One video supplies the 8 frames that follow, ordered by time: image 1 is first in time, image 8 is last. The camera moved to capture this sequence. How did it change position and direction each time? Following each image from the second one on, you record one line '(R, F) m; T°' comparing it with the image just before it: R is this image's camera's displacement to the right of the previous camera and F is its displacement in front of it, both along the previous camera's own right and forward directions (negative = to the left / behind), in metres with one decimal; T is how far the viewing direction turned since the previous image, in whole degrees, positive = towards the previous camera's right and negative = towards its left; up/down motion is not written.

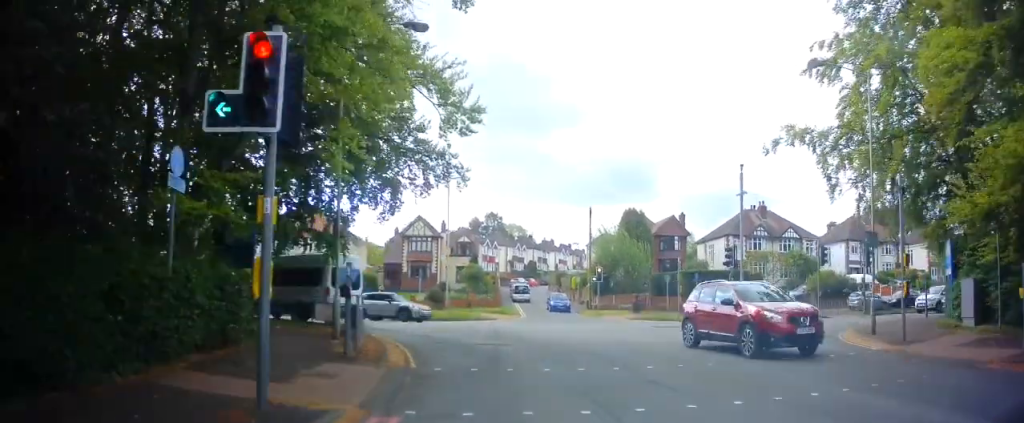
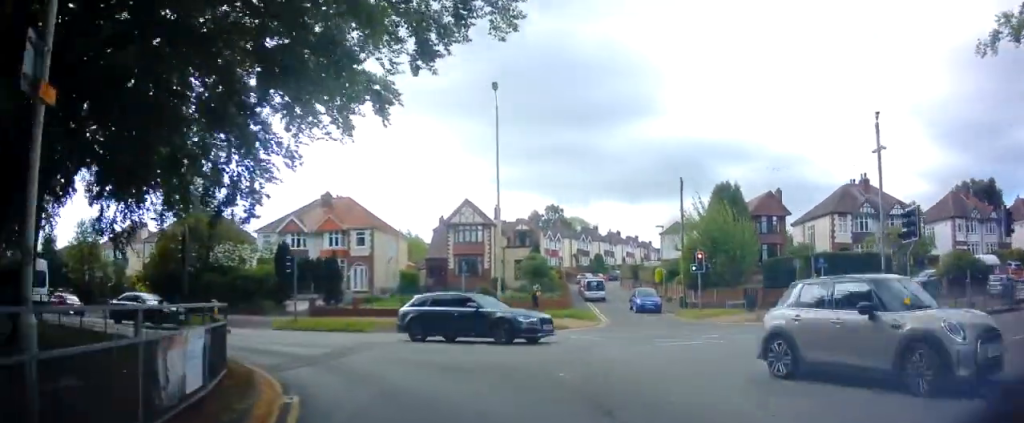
(+0.8, +11.3) m; -2°
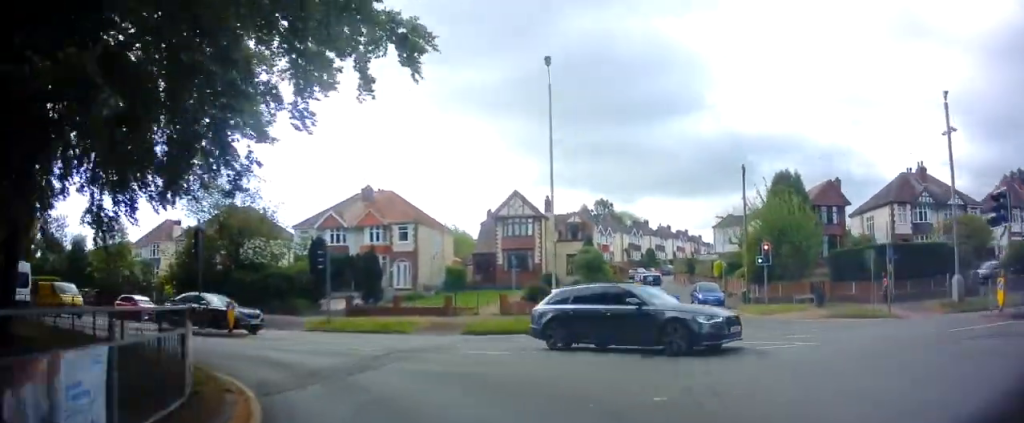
(-0.2, +2.4) m; -6°
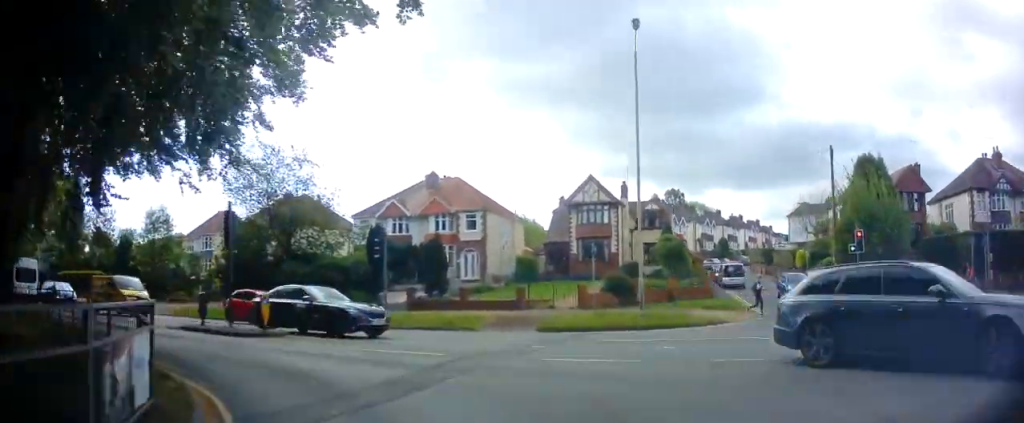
(-0.3, +2.7) m; -8°
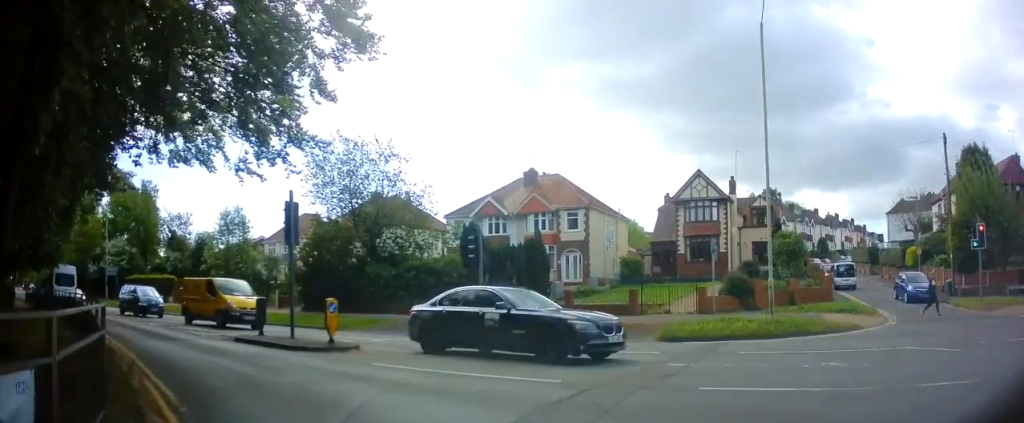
(-0.2, +2.9) m; -8°
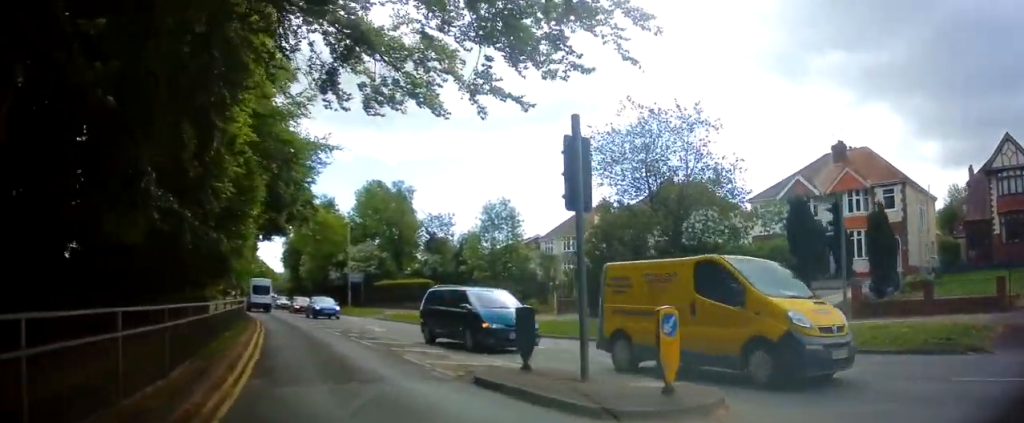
(-1.0, +6.5) m; -28°
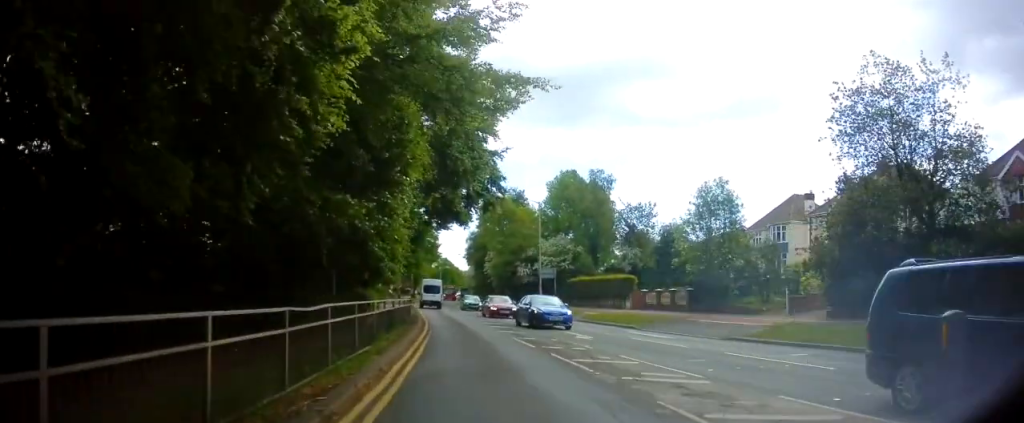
(-1.2, +5.2) m; -18°
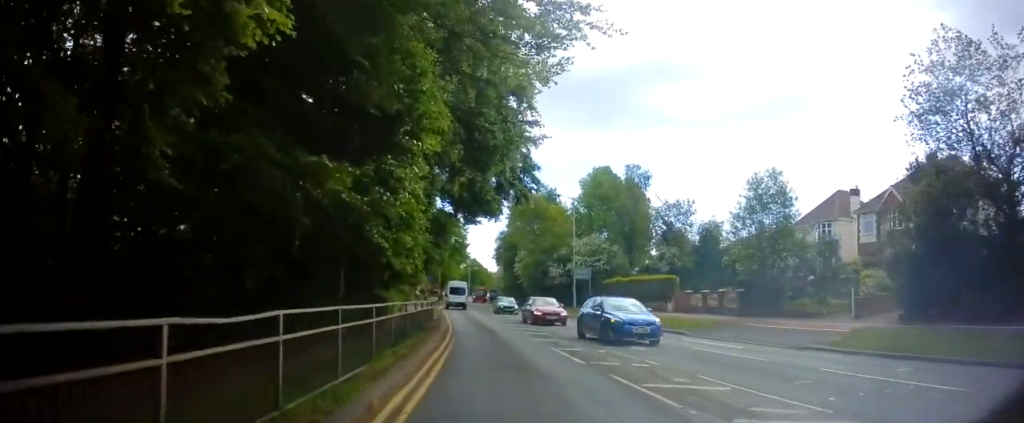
(-0.2, +3.1) m; -4°
